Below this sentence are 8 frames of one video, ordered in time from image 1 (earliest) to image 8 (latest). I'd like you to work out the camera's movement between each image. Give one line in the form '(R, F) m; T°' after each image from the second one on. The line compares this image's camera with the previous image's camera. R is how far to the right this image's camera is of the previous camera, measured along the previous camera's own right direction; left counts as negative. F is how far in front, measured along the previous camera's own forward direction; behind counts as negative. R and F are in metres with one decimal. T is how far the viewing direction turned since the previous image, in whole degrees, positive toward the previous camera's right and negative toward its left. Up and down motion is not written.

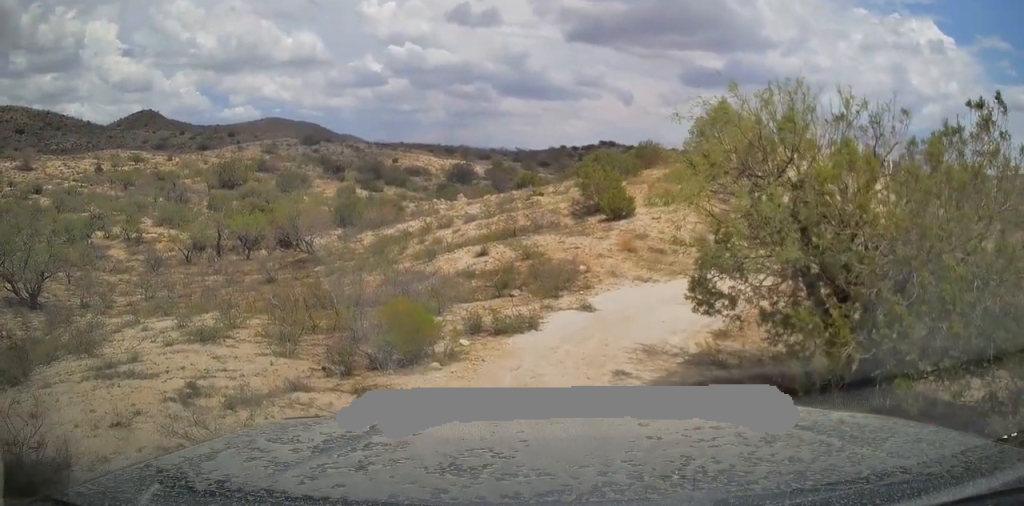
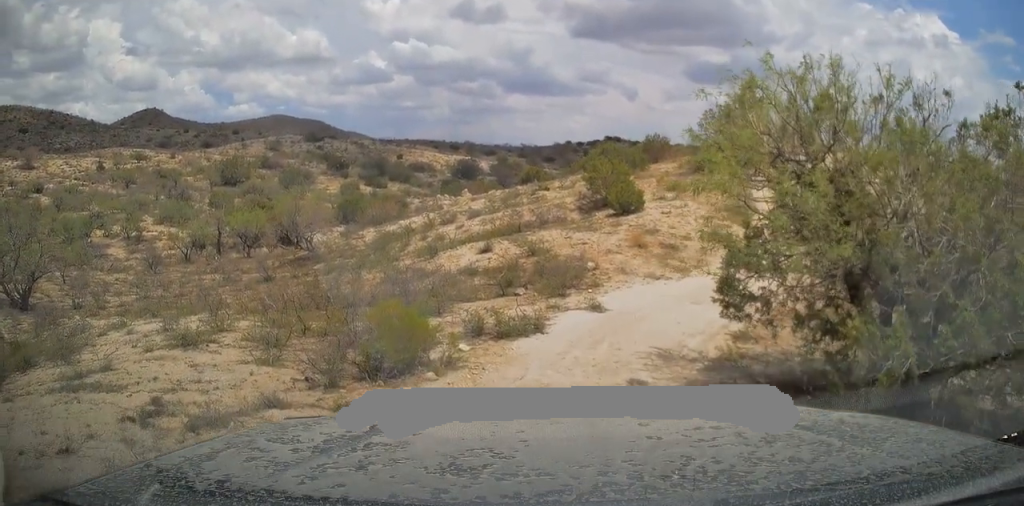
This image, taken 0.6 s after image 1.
(+0.3, +0.4) m; 0°
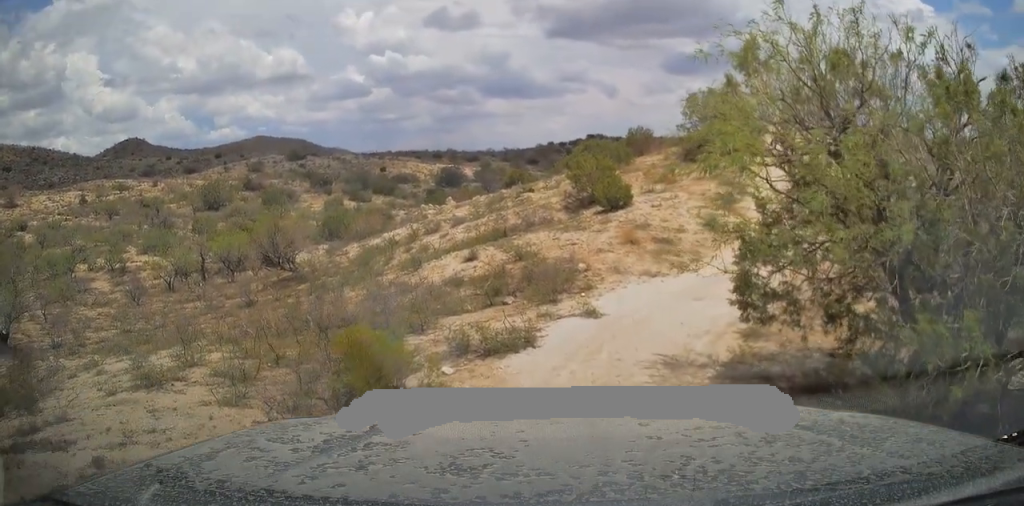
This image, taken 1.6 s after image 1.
(+0.1, +0.9) m; 0°
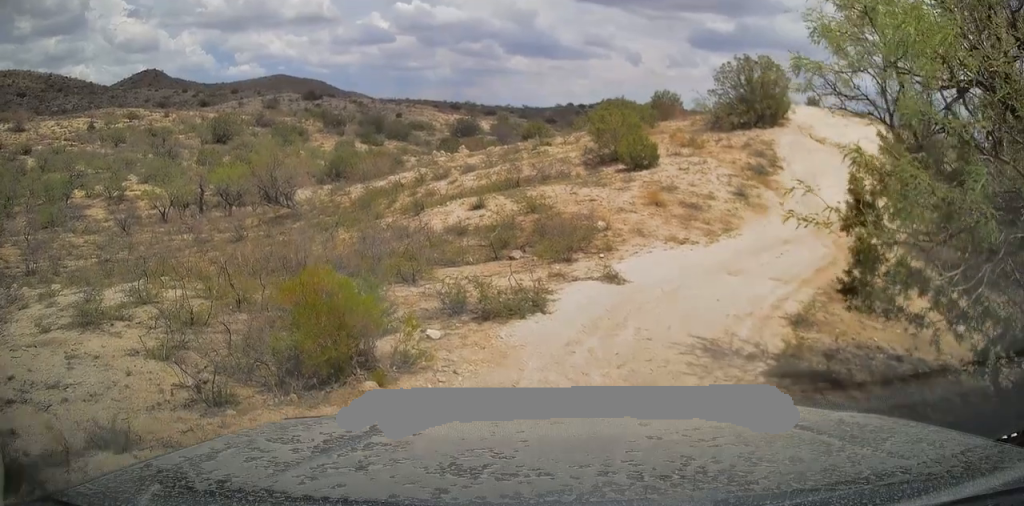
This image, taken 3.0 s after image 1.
(-0.2, +1.7) m; 0°
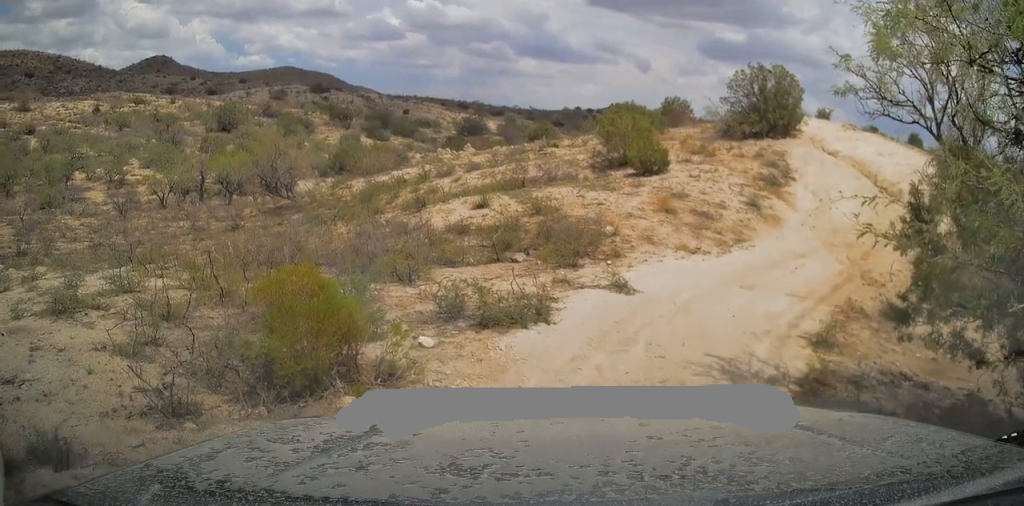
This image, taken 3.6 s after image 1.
(-0.1, +0.6) m; 0°
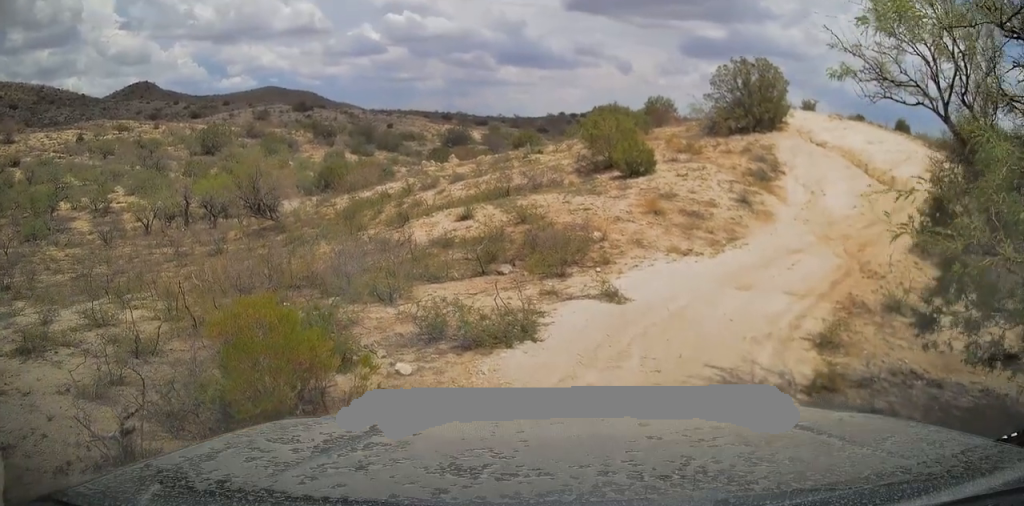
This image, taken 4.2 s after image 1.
(-0.1, +0.6) m; 0°
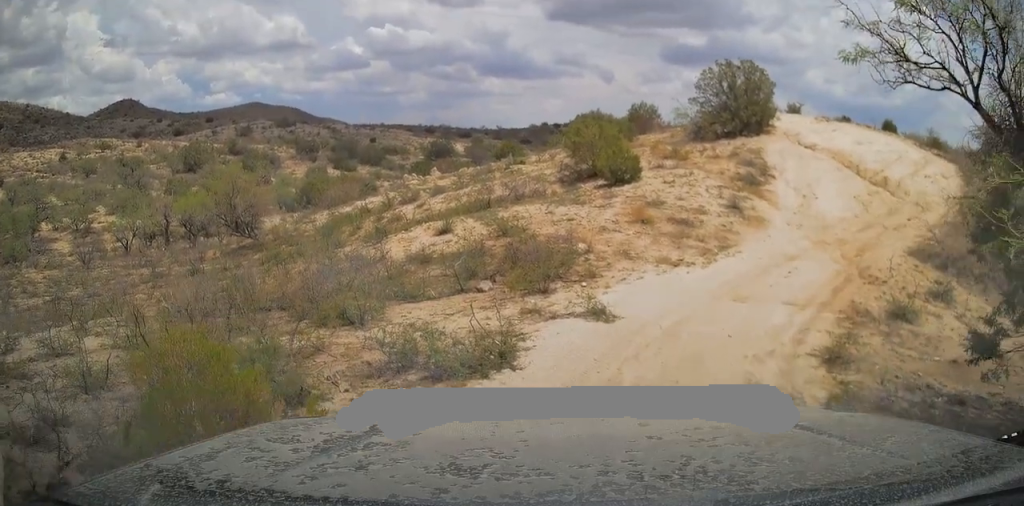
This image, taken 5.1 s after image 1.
(-0.1, +0.9) m; 0°
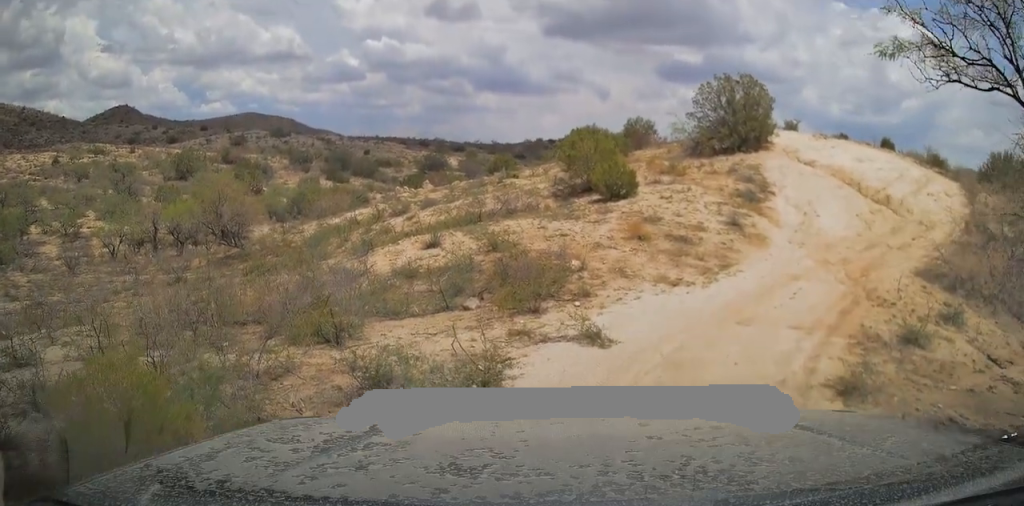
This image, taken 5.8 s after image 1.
(-0.1, +0.8) m; 0°
